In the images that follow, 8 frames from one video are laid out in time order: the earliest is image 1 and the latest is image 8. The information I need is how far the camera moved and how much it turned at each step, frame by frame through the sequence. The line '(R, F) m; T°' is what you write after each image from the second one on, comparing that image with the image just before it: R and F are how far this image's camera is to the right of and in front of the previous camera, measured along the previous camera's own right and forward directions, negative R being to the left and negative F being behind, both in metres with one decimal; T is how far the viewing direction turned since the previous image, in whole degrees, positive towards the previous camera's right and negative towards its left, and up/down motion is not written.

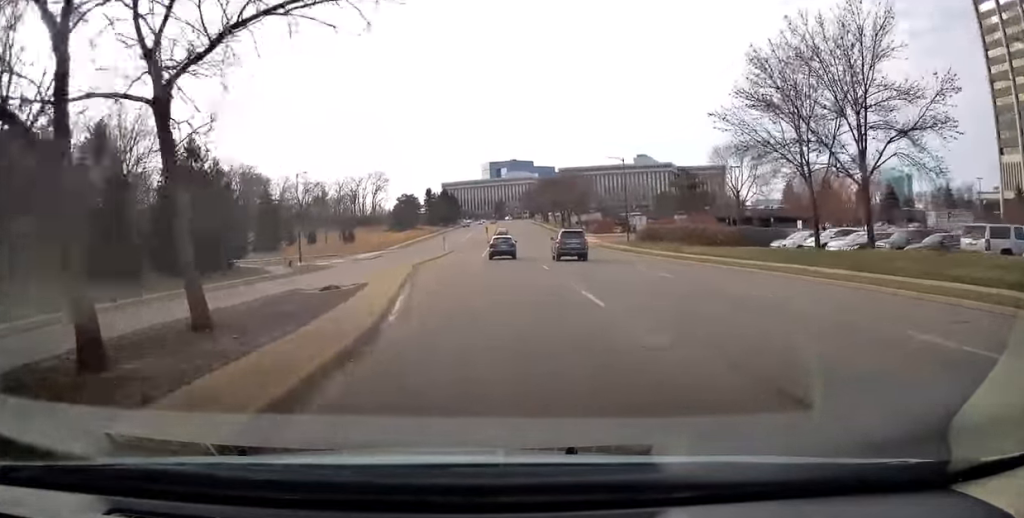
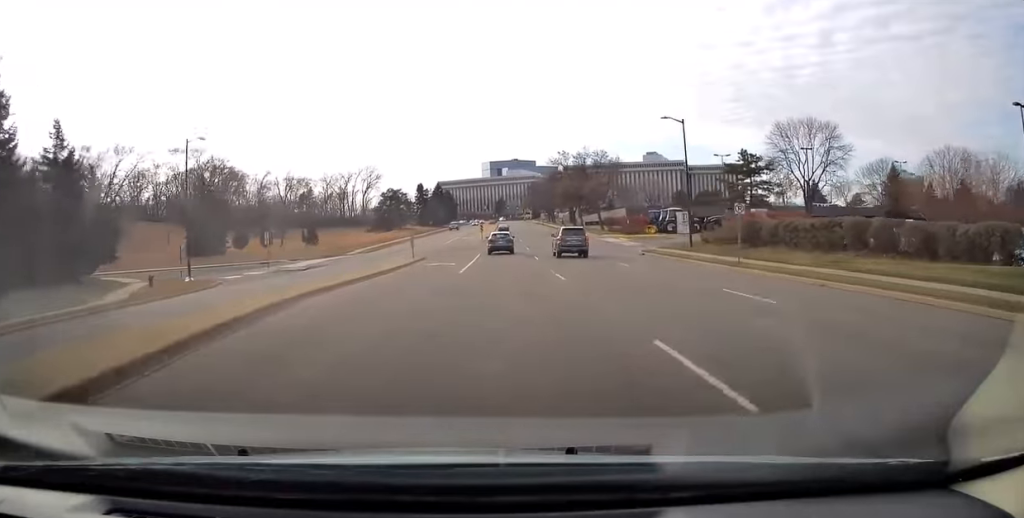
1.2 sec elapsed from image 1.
(-0.1, +22.7) m; 0°
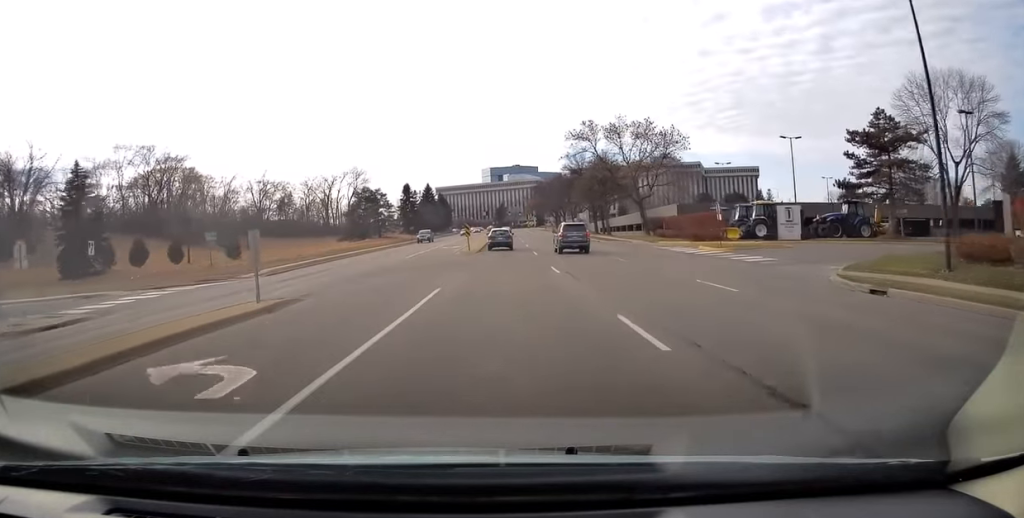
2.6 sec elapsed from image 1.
(+0.1, +27.5) m; 0°
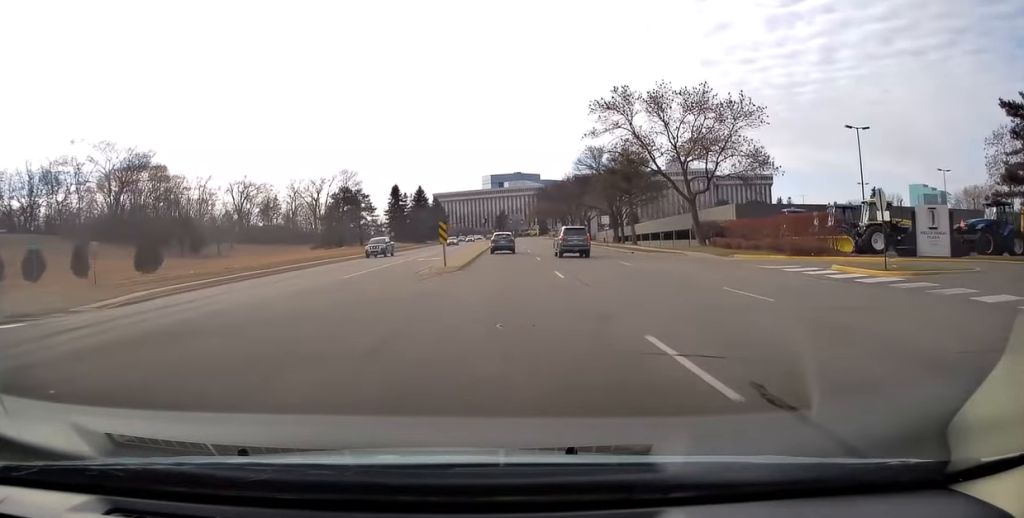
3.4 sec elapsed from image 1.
(+0.1, +17.2) m; 0°
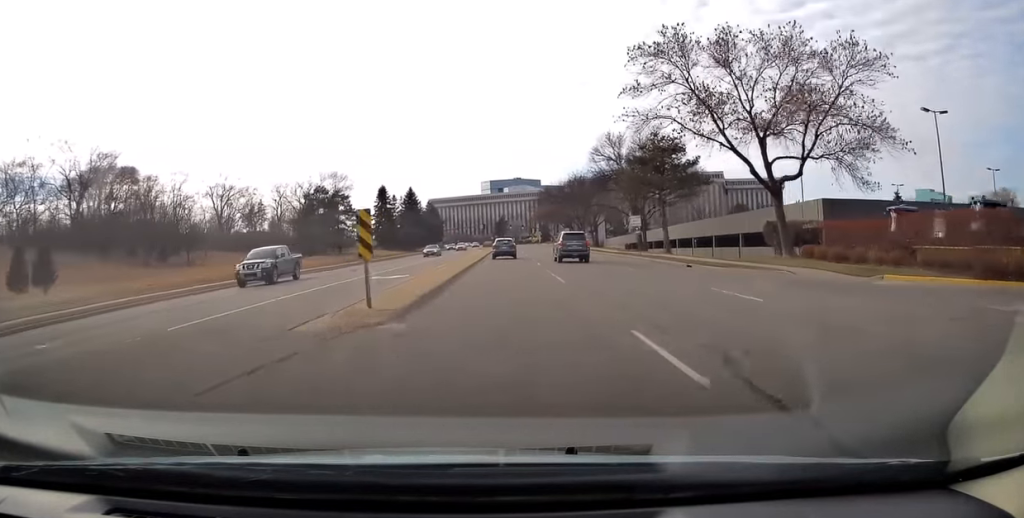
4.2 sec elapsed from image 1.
(0.0, +14.6) m; 0°
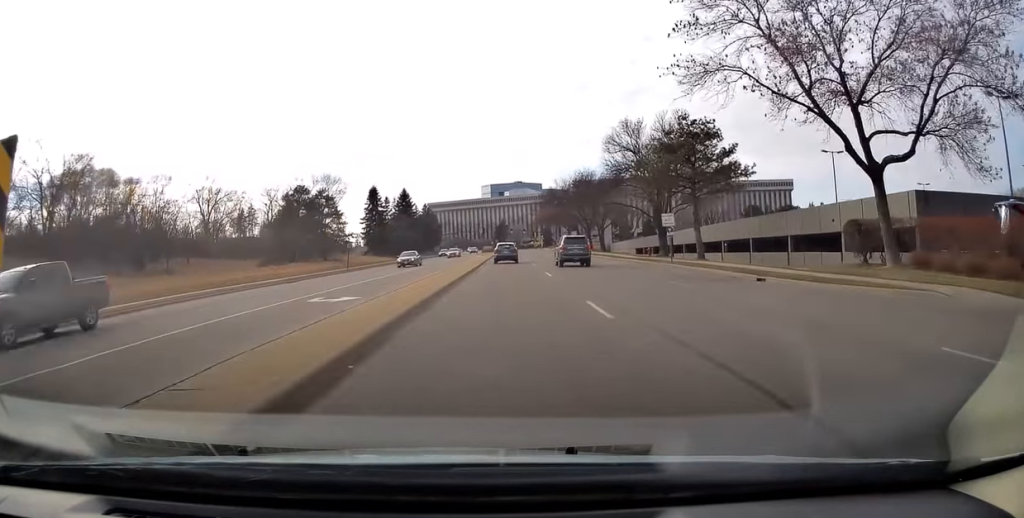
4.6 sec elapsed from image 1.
(-0.1, +9.4) m; 0°
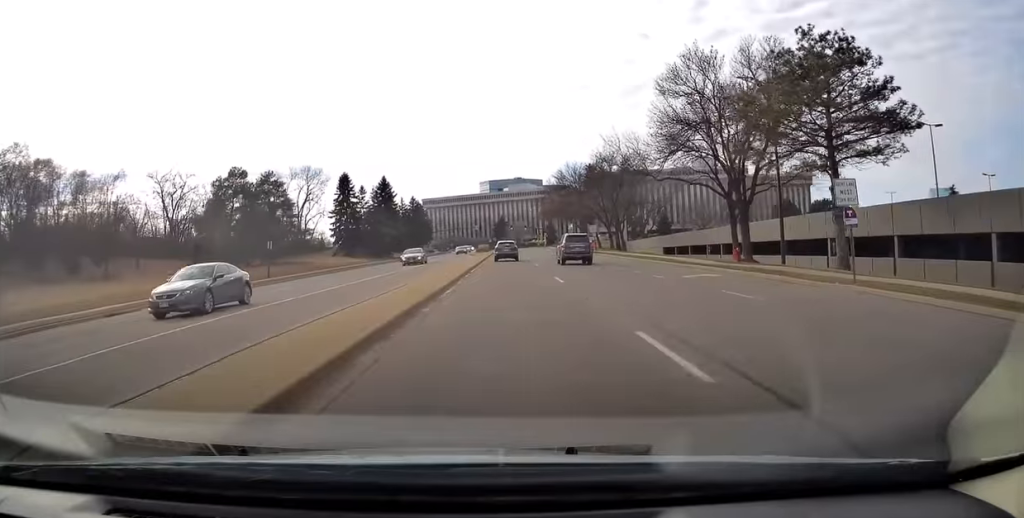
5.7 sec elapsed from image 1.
(0.0, +20.7) m; 0°
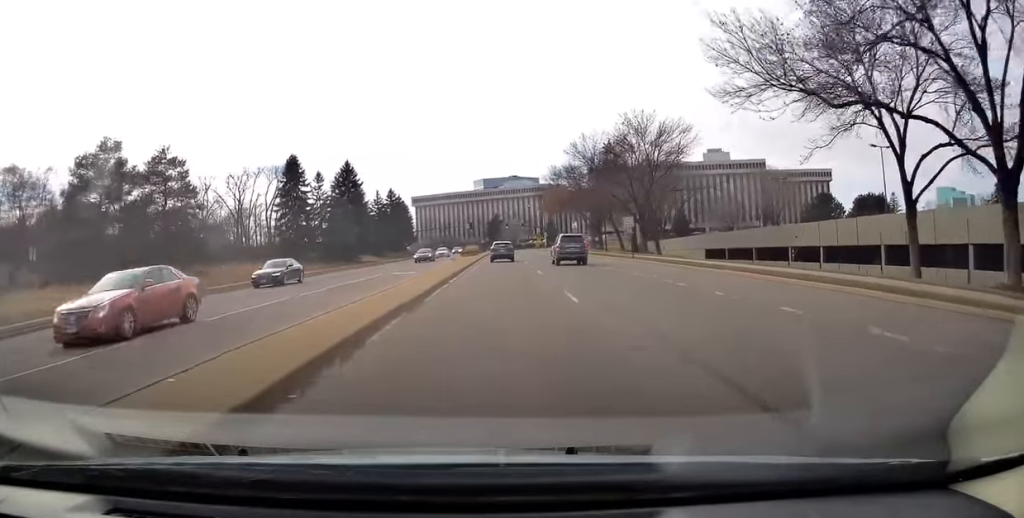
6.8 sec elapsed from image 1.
(+0.2, +21.9) m; 0°
